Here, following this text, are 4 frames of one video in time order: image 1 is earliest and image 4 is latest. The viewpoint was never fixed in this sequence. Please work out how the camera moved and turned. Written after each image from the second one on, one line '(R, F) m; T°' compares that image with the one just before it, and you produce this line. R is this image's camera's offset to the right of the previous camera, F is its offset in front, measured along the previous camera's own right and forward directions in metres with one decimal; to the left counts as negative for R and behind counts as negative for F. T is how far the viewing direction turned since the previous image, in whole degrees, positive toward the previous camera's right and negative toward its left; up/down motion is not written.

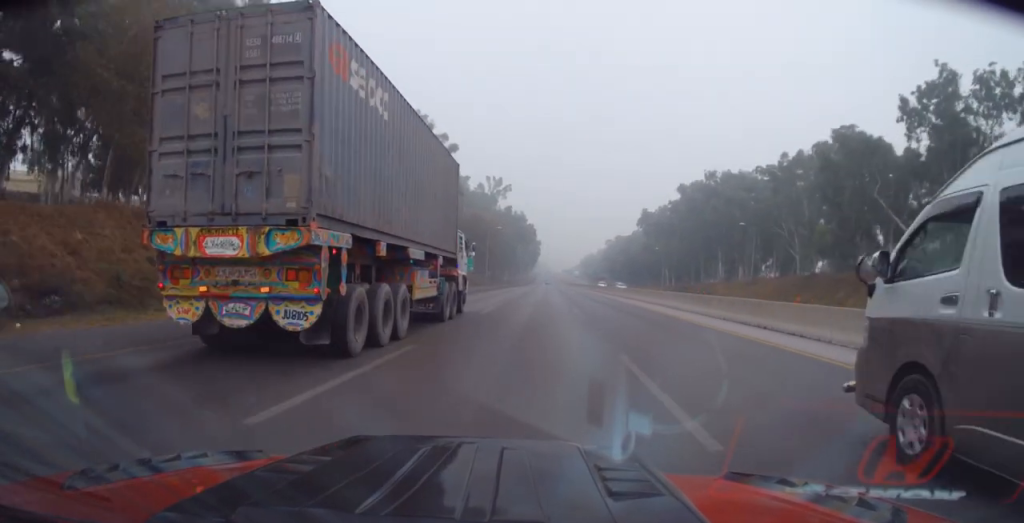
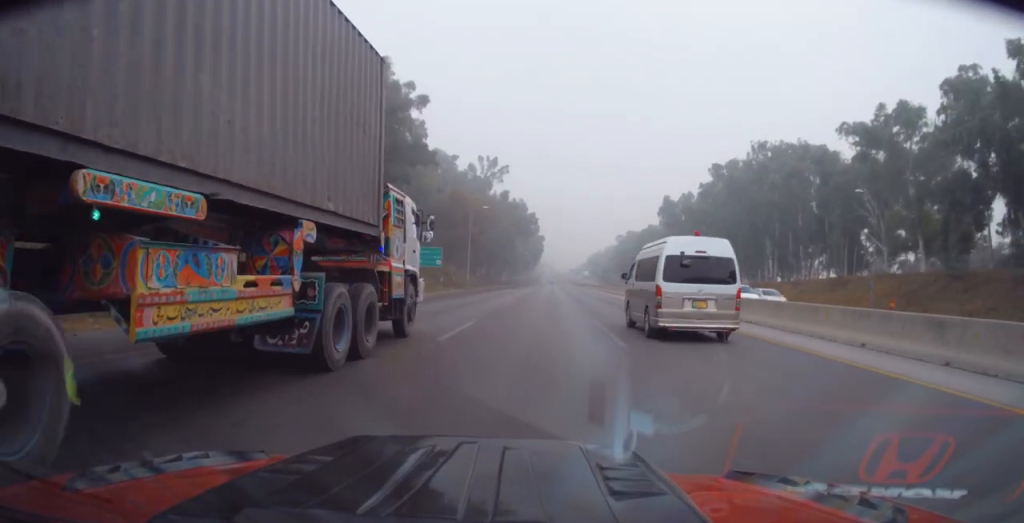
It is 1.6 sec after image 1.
(-1.1, +29.0) m; -2°
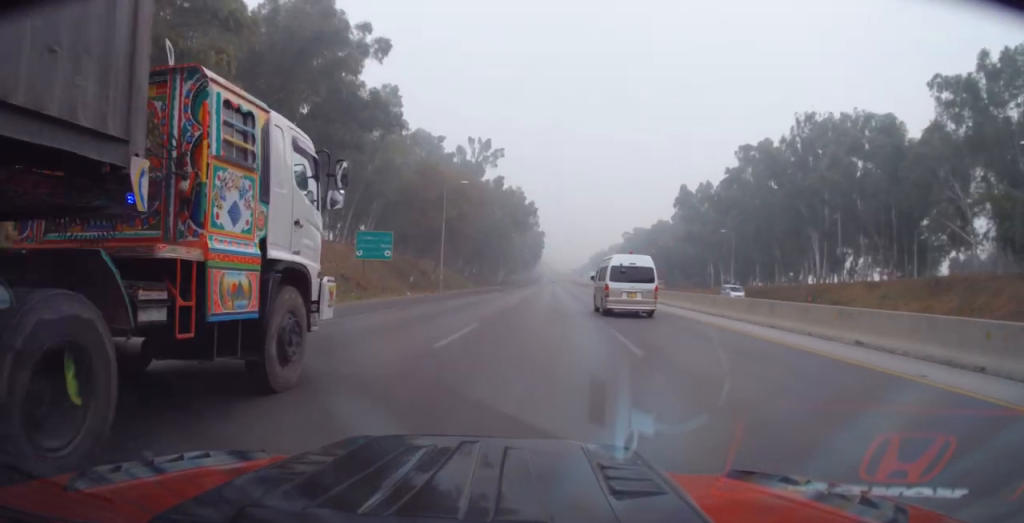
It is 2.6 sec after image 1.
(0.0, +19.1) m; +1°
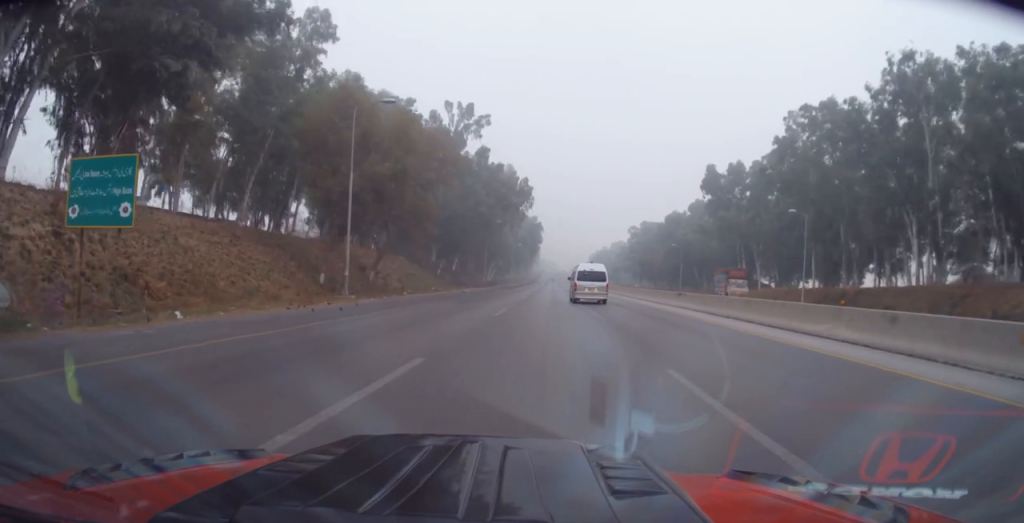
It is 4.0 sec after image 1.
(+0.4, +26.0) m; -1°
